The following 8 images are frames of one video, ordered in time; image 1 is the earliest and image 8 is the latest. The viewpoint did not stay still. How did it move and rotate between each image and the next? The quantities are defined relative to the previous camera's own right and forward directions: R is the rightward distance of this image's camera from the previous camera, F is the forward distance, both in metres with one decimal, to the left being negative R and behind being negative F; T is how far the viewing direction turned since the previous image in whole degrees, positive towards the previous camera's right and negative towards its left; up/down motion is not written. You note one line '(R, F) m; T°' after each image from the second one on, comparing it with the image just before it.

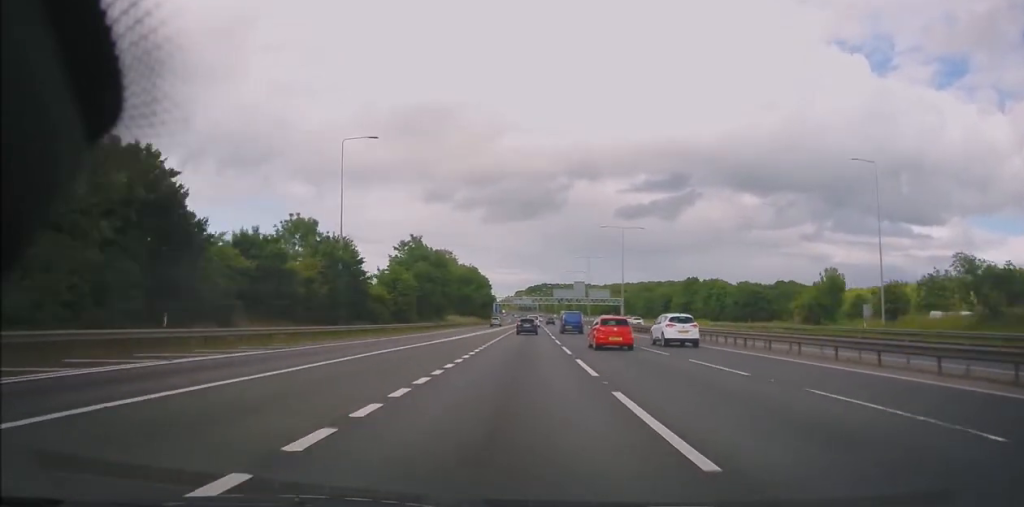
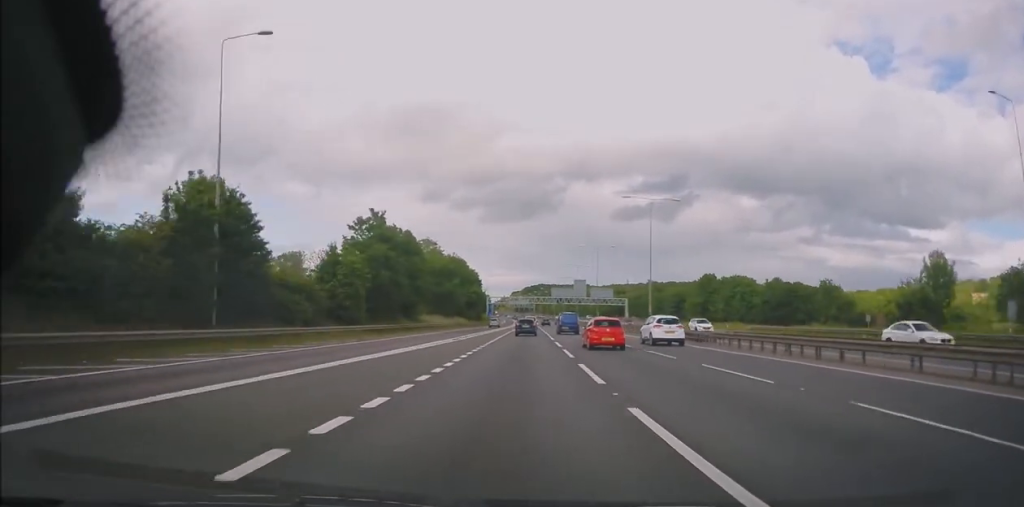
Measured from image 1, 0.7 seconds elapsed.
(0.0, +20.1) m; 0°
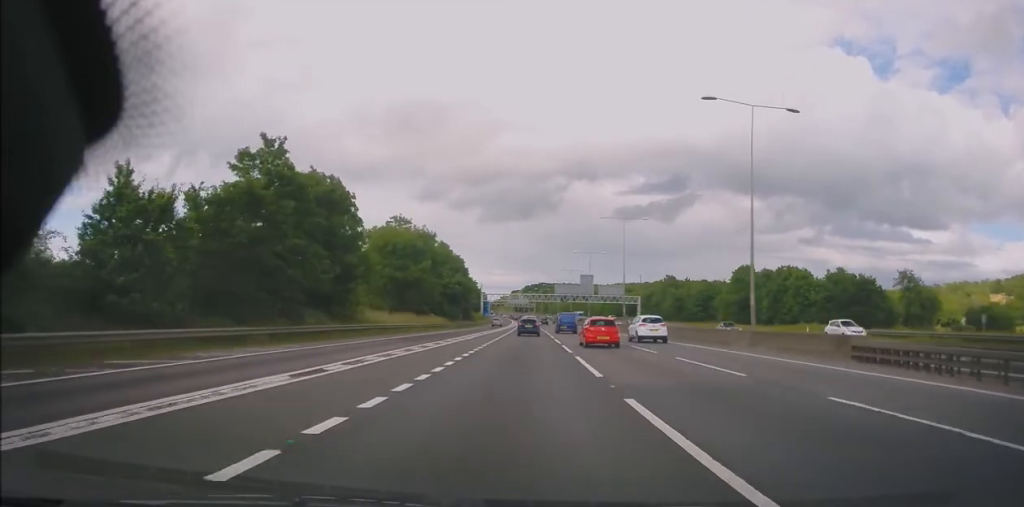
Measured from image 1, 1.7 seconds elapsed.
(+0.2, +26.9) m; +1°
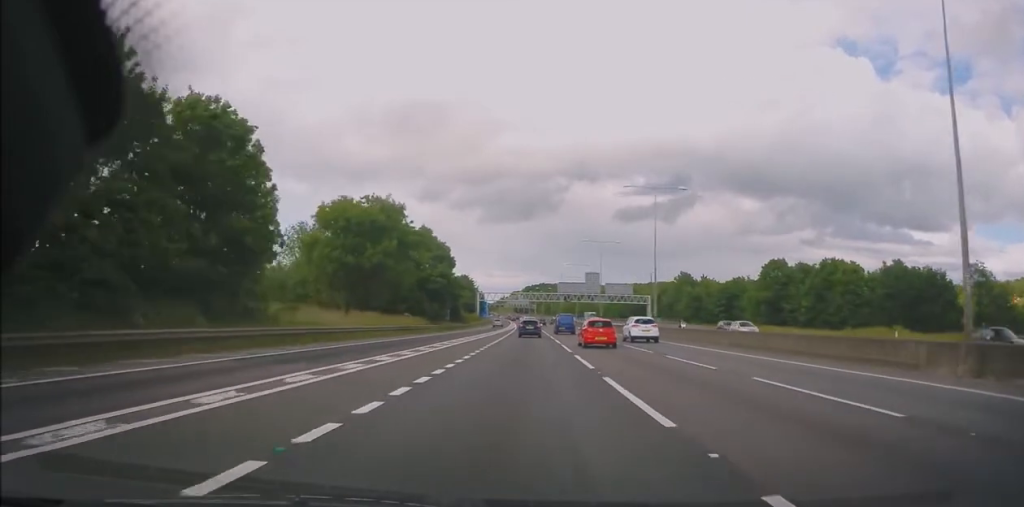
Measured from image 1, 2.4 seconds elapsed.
(+0.1, +16.8) m; 0°
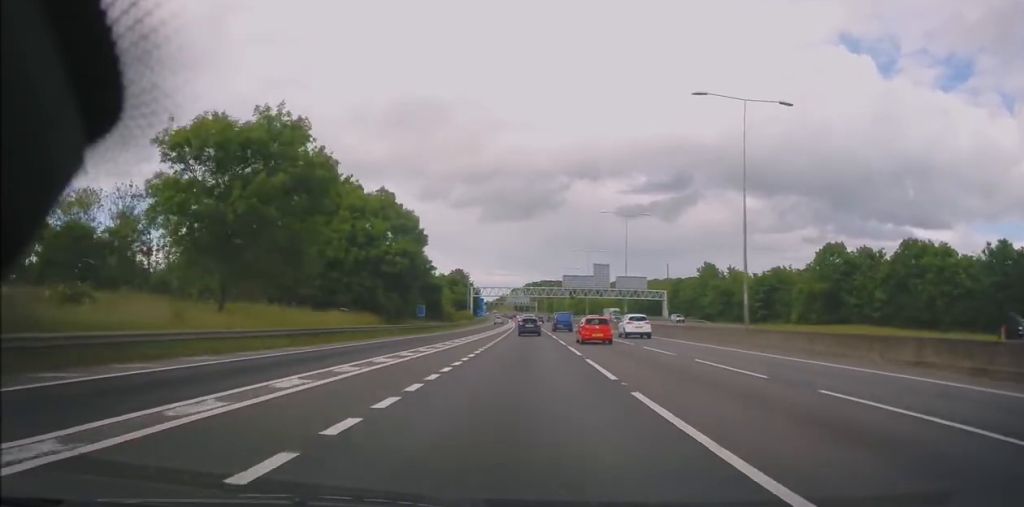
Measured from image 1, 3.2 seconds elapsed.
(0.0, +22.1) m; -1°
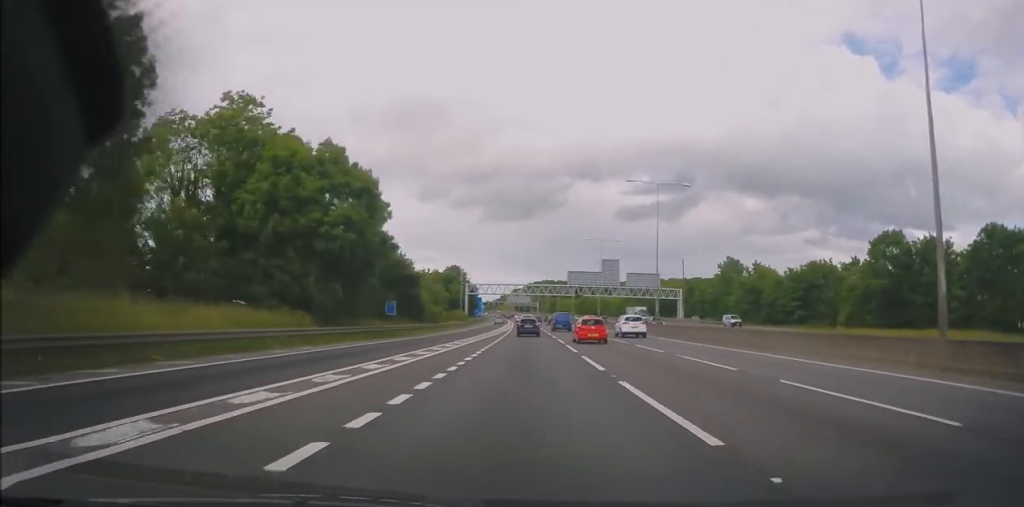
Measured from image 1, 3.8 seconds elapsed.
(-0.2, +16.0) m; 0°
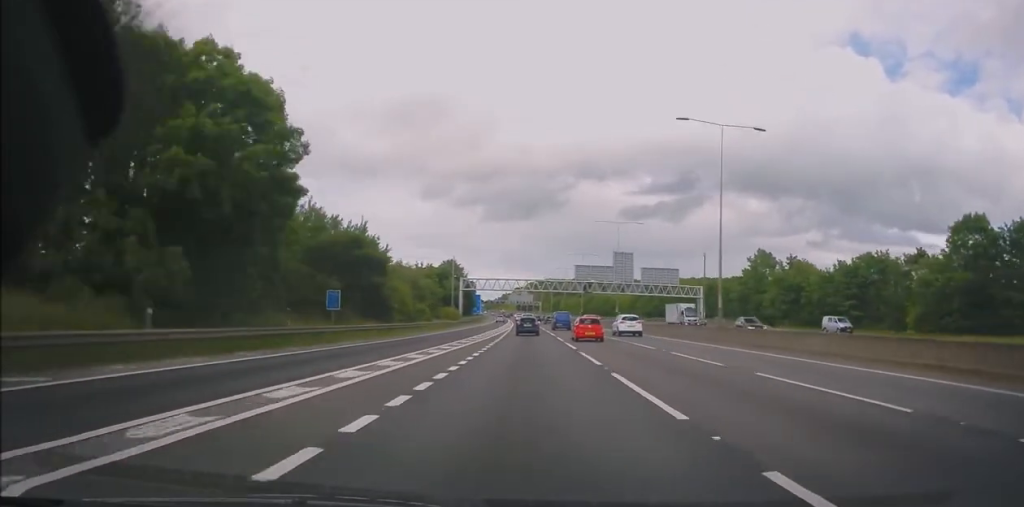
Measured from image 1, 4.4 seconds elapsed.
(0.0, +16.9) m; 0°
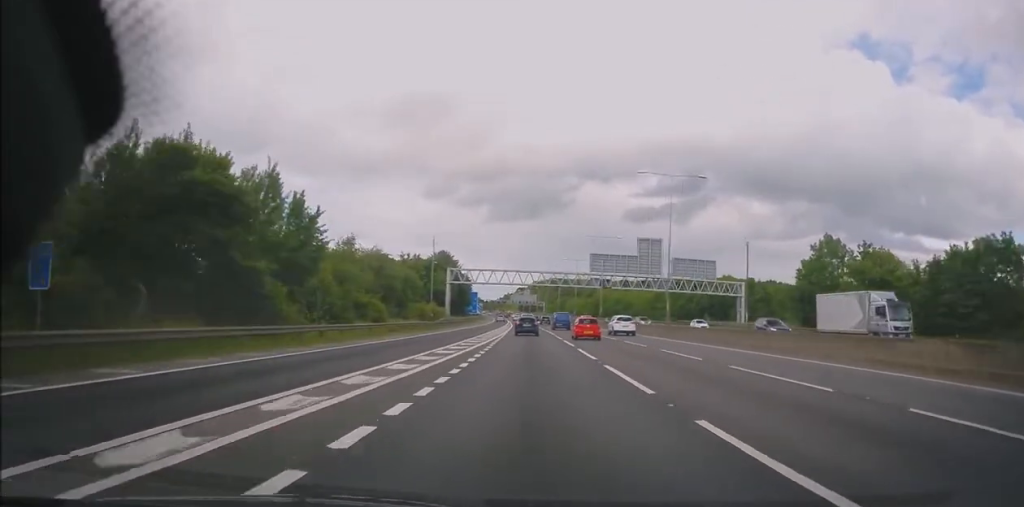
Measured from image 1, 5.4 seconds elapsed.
(0.0, +25.7) m; -1°
